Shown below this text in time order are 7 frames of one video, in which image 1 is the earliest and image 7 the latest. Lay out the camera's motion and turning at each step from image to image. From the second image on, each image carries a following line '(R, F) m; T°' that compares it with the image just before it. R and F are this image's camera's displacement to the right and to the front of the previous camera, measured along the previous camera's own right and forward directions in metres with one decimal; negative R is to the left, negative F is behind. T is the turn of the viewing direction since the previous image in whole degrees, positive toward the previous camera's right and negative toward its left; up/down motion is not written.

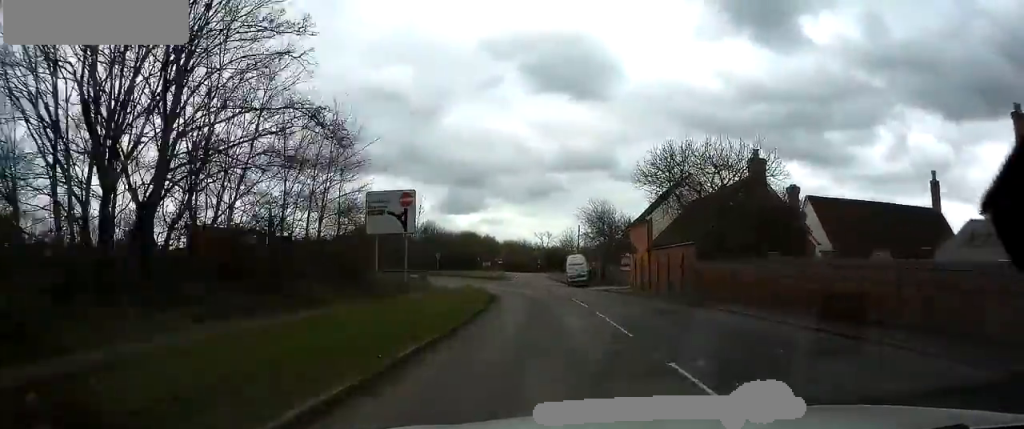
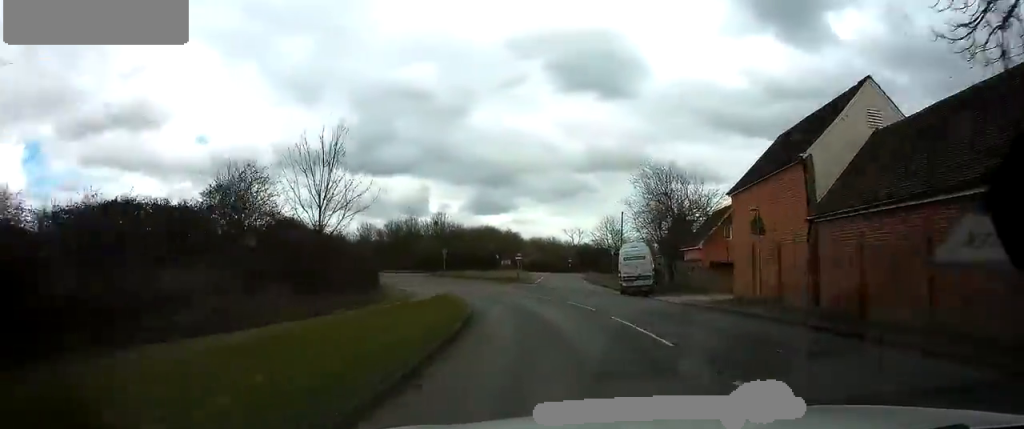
(-0.2, +20.1) m; -3°
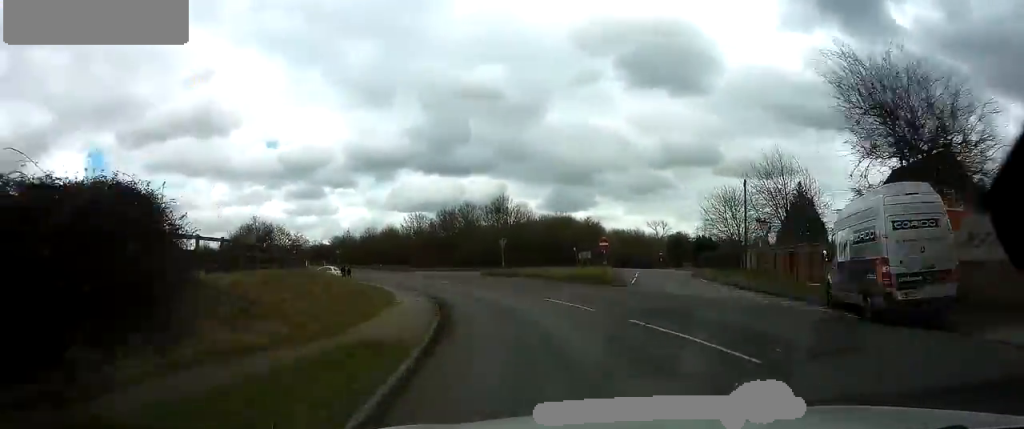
(-1.3, +20.2) m; -8°
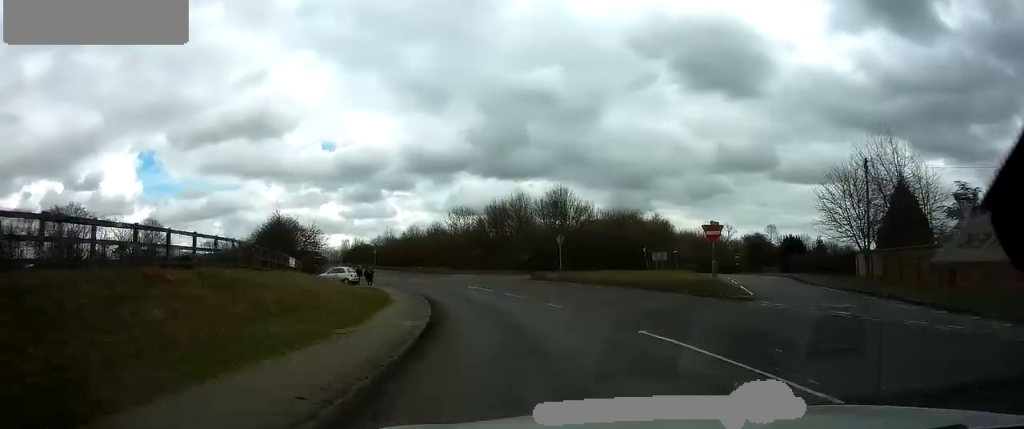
(-0.5, +11.6) m; -5°
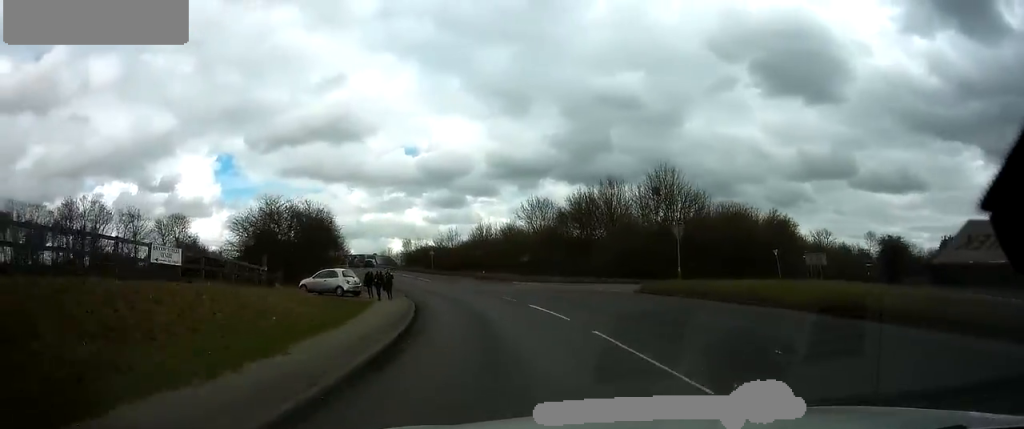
(-1.0, +17.5) m; -9°
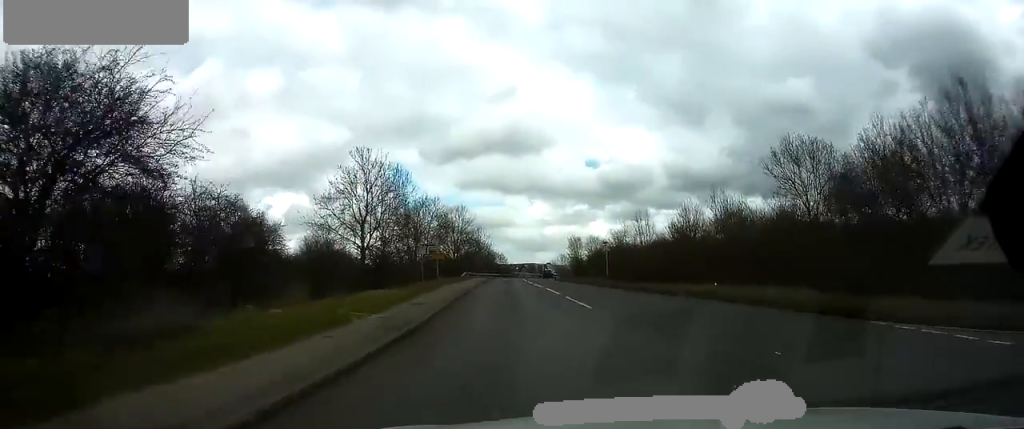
(-5.4, +34.1) m; -17°
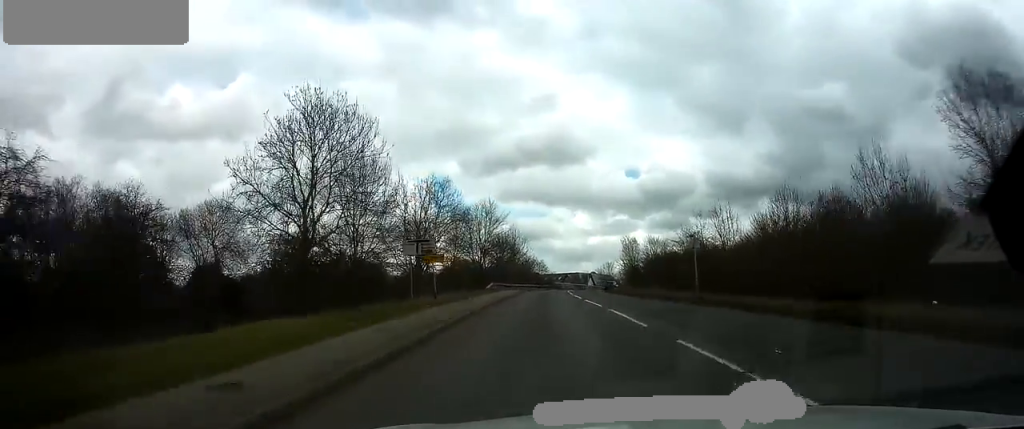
(-1.0, +14.7) m; -6°
